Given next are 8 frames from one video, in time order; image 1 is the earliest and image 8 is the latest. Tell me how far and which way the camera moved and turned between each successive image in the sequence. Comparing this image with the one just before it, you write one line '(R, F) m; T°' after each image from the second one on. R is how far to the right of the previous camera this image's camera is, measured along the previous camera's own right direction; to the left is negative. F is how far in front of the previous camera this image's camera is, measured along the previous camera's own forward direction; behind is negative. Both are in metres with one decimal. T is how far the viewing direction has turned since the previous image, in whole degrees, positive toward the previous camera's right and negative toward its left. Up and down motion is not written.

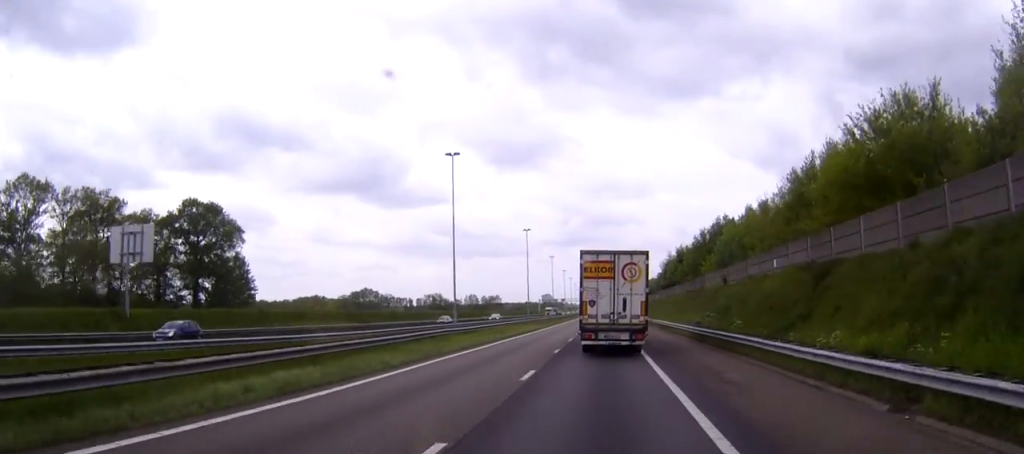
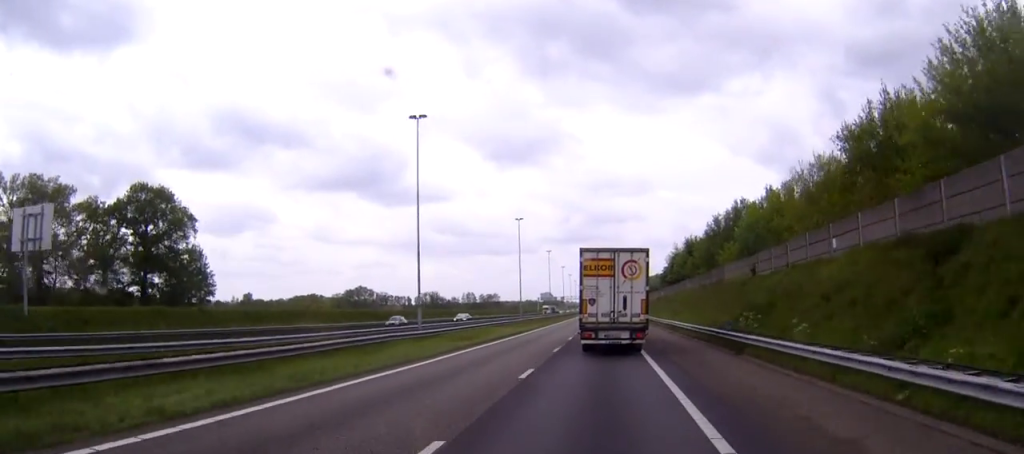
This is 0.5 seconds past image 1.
(0.0, +11.8) m; 0°
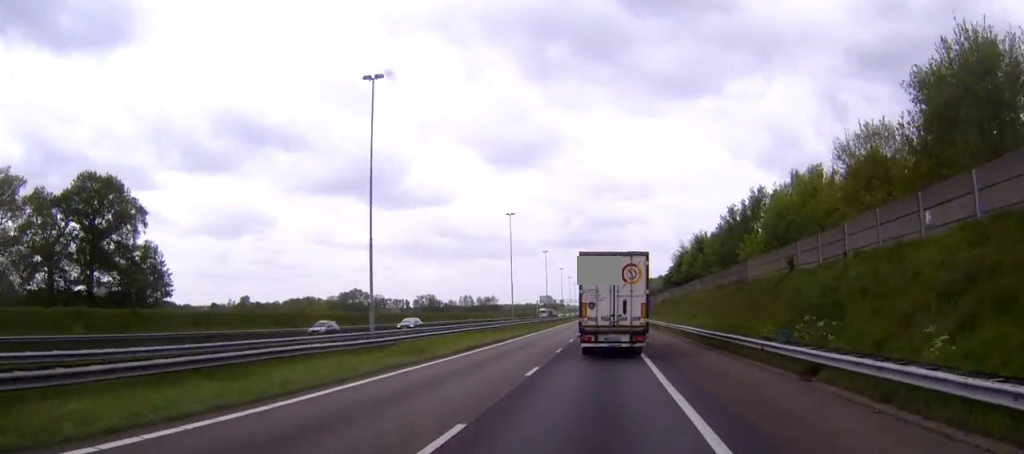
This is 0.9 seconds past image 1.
(0.0, +10.2) m; 0°
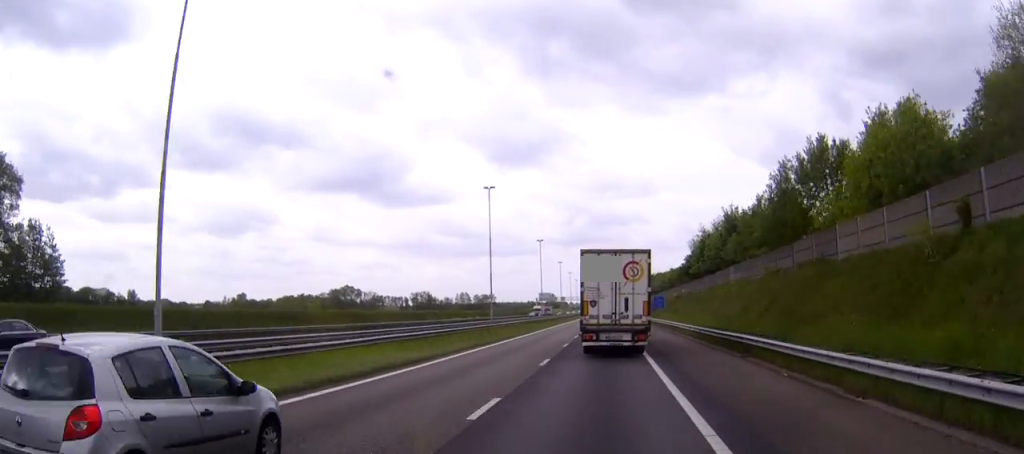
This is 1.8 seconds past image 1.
(0.0, +20.3) m; 0°
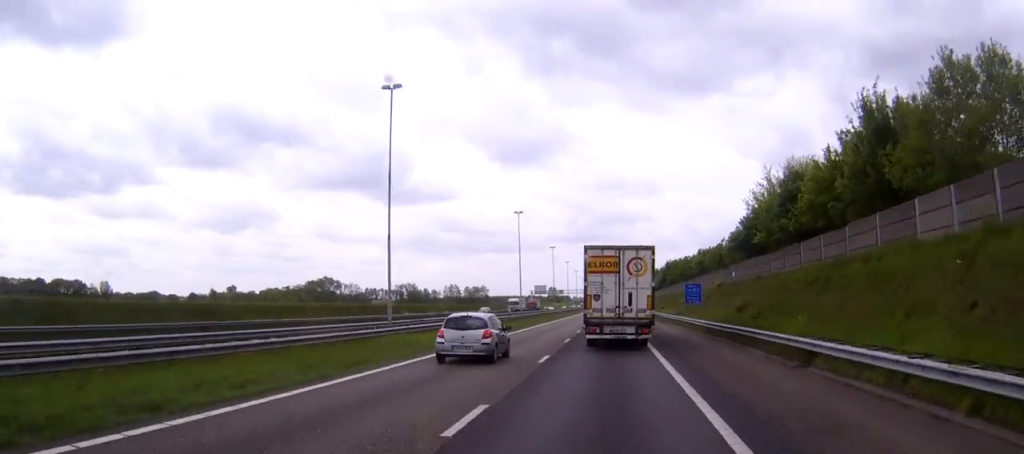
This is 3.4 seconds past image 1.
(-0.2, +38.2) m; 0°
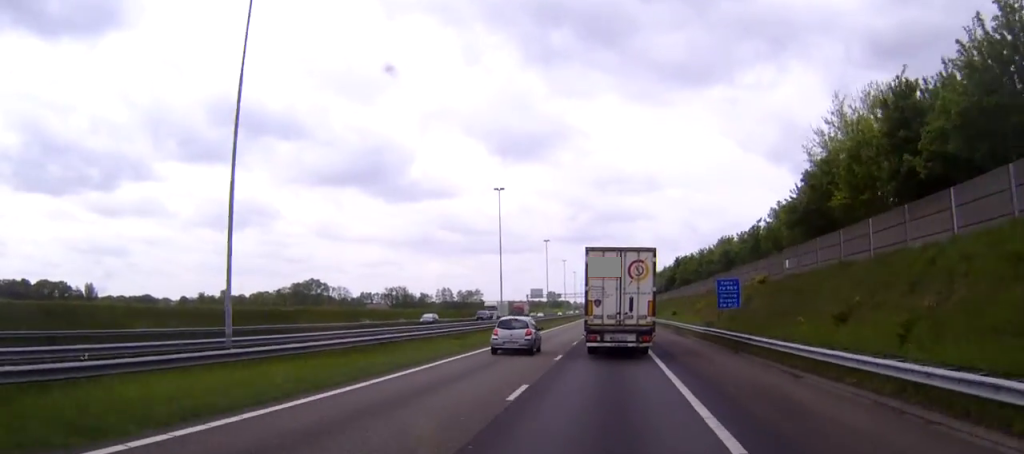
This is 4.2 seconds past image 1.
(0.0, +18.6) m; 0°
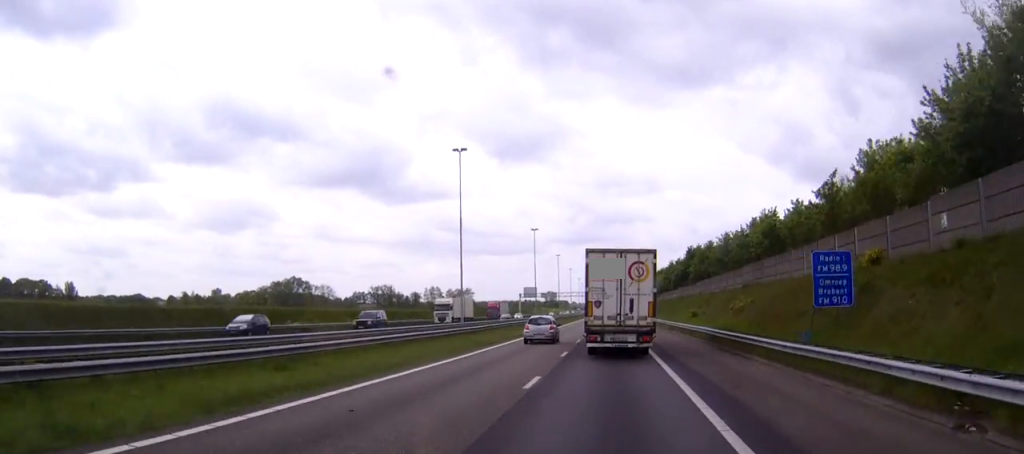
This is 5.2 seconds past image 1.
(0.0, +21.6) m; 0°
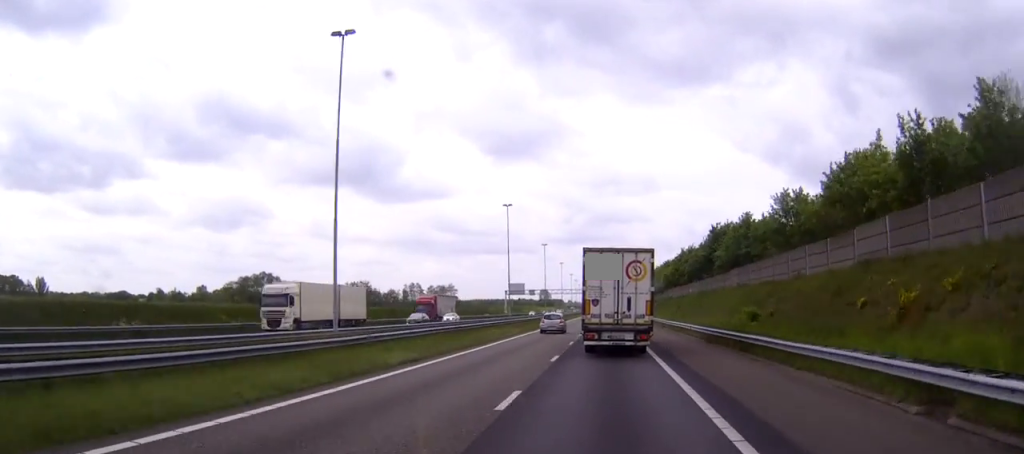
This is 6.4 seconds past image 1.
(+0.1, +27.9) m; 0°
